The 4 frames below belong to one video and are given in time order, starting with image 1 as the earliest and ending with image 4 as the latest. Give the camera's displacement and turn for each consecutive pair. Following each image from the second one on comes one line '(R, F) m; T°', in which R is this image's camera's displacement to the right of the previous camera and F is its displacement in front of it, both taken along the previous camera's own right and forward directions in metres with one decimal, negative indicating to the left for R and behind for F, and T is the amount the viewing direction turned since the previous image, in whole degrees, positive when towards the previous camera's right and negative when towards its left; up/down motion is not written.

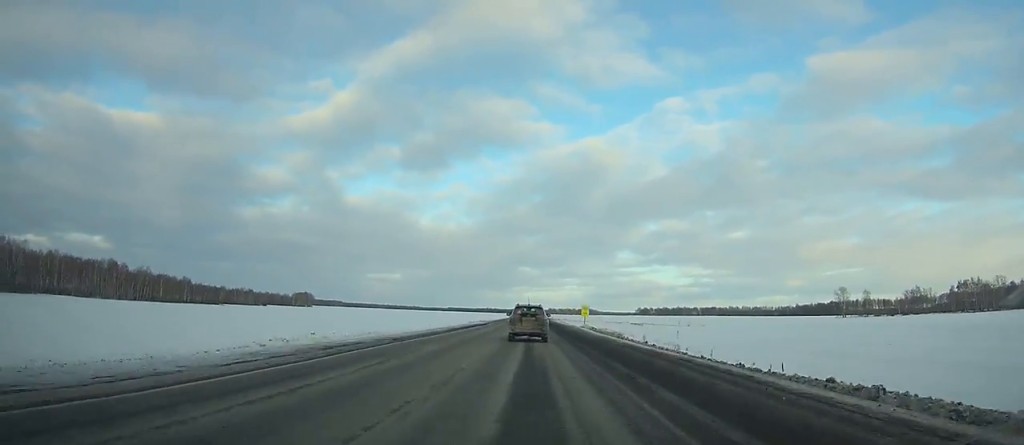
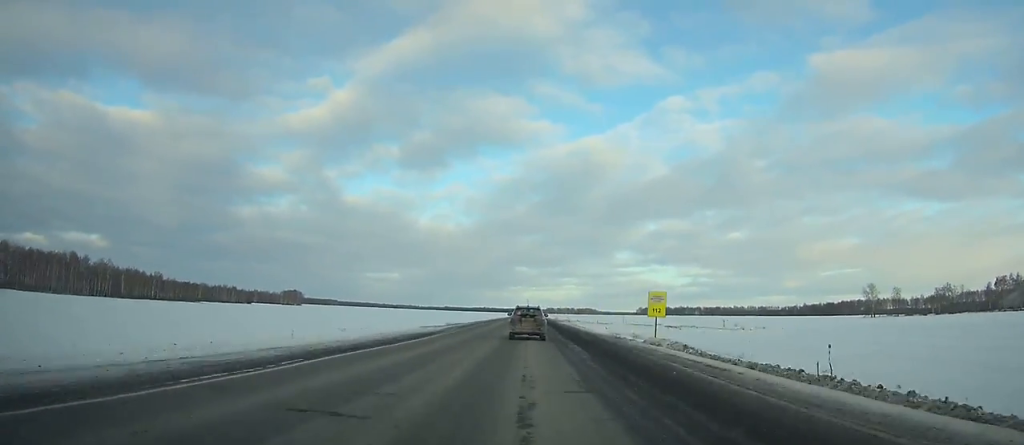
(-0.1, +40.8) m; 0°
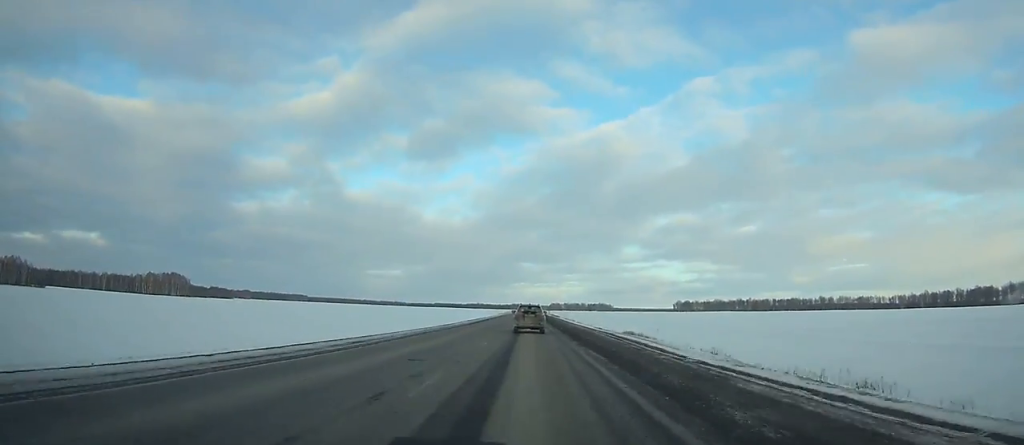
(+0.7, +346.1) m; 0°
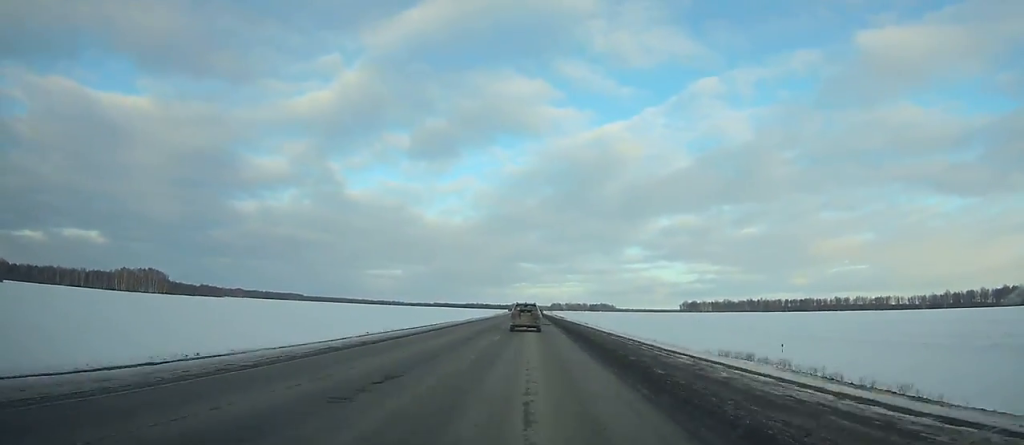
(-0.2, +42.0) m; 0°
